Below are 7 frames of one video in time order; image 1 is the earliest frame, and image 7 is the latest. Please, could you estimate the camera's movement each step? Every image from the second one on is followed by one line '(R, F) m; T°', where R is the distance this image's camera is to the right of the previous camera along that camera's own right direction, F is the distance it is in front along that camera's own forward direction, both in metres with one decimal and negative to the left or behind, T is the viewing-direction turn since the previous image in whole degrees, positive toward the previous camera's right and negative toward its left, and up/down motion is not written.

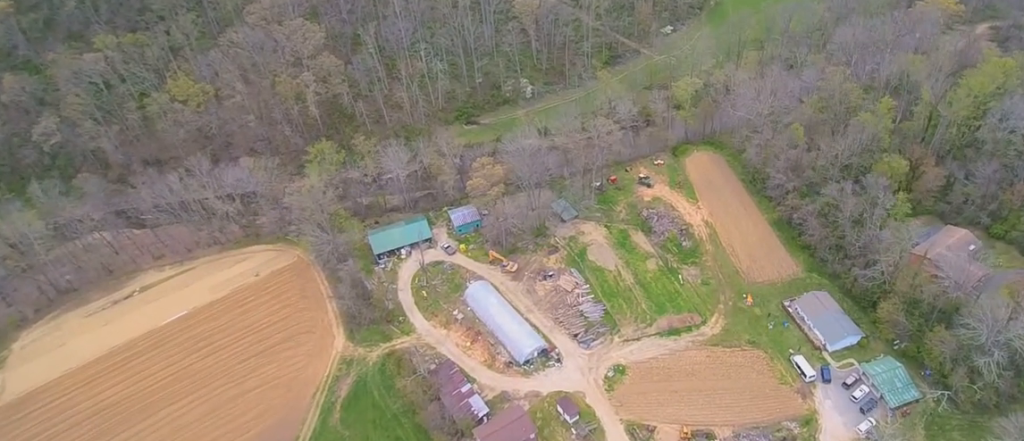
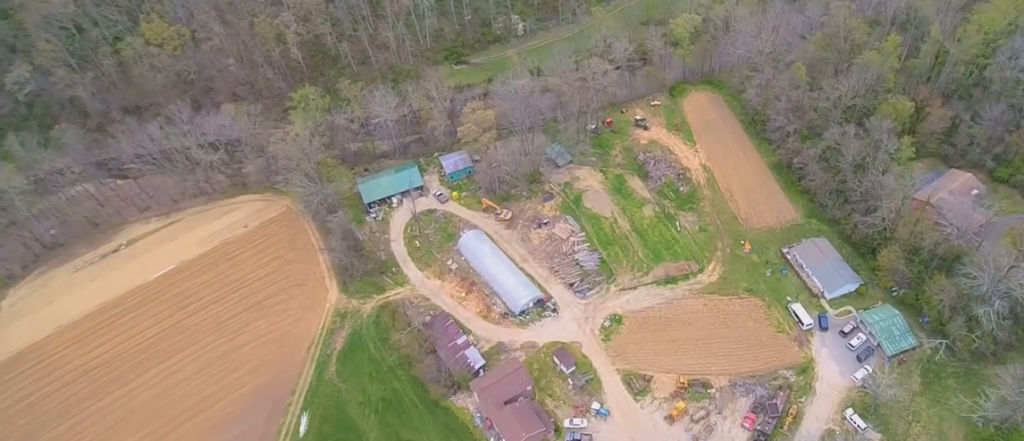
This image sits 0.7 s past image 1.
(0.0, +7.6) m; 0°
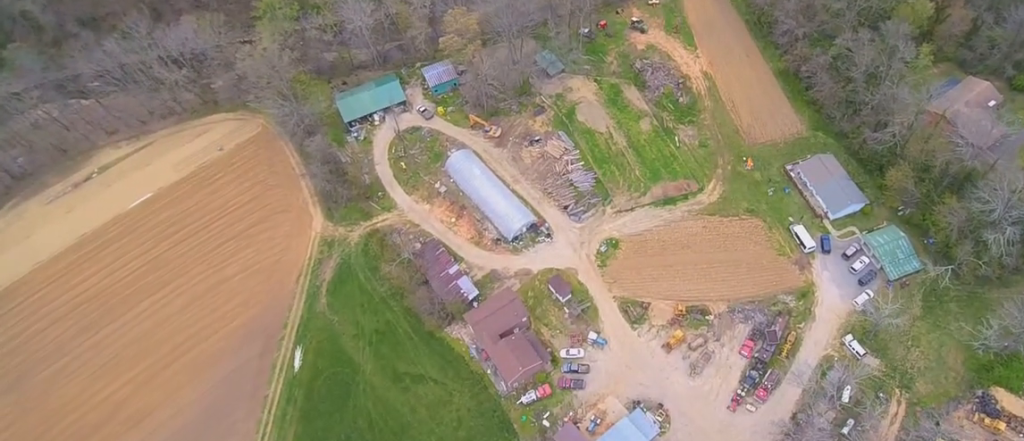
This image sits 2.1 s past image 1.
(+0.1, +11.2) m; +1°
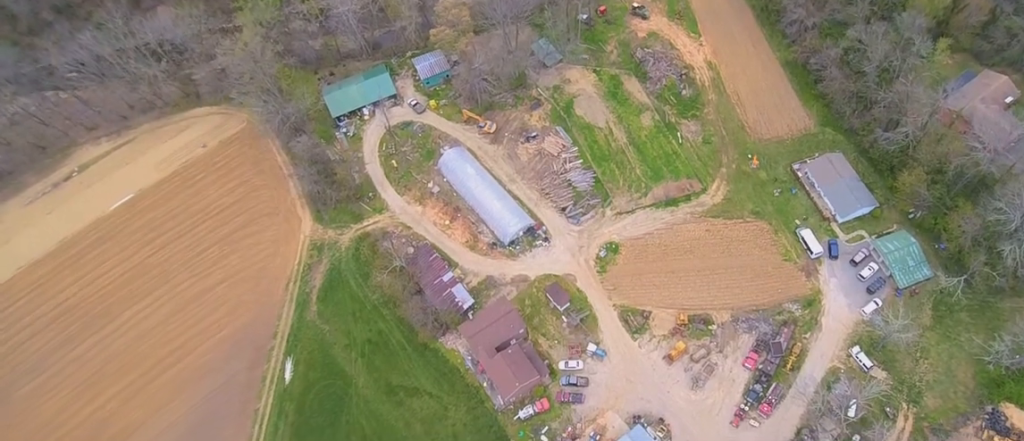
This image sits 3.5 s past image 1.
(+0.1, +10.3) m; +1°
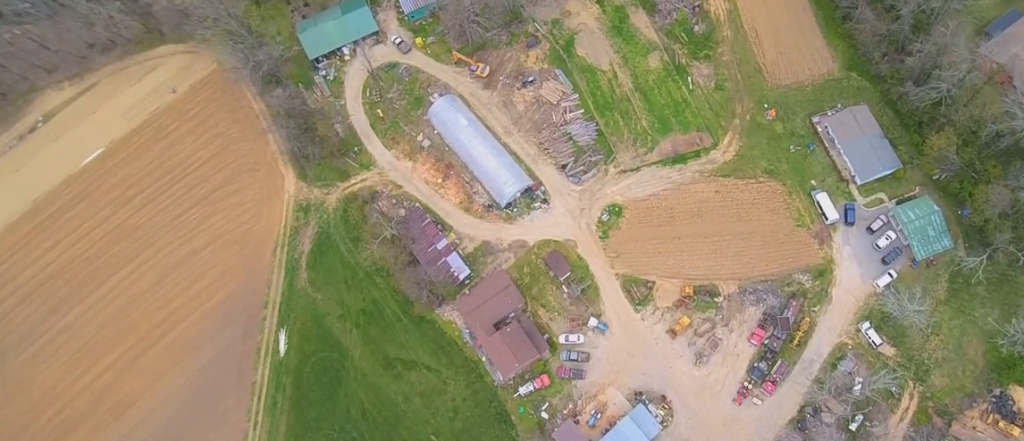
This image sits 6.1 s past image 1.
(-0.2, +19.5) m; -1°
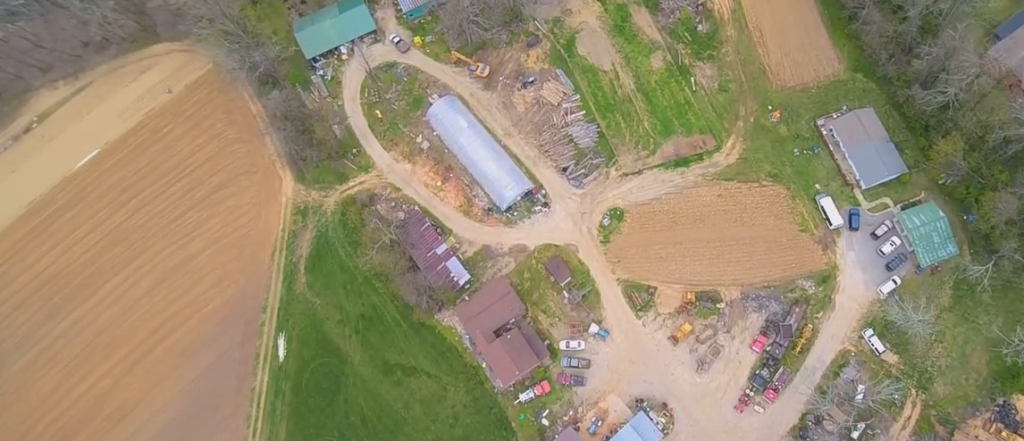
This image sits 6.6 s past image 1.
(0.0, +4.1) m; 0°
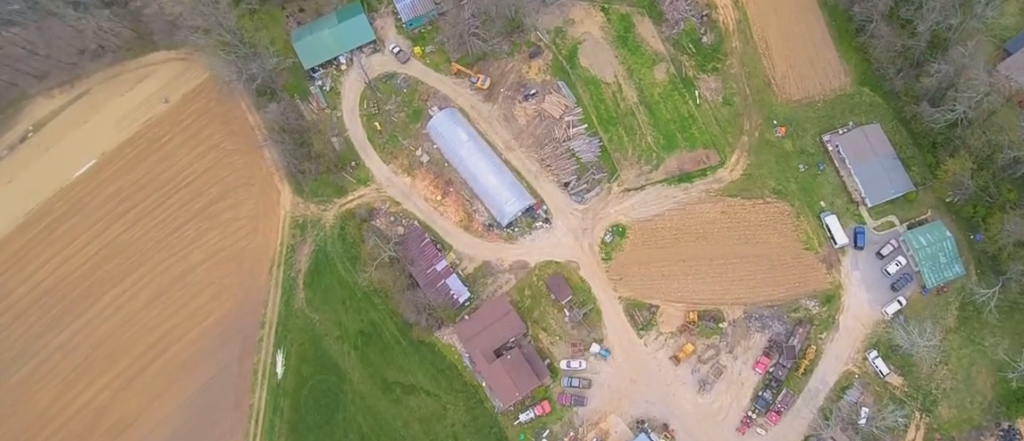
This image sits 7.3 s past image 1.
(0.0, +5.3) m; 0°
